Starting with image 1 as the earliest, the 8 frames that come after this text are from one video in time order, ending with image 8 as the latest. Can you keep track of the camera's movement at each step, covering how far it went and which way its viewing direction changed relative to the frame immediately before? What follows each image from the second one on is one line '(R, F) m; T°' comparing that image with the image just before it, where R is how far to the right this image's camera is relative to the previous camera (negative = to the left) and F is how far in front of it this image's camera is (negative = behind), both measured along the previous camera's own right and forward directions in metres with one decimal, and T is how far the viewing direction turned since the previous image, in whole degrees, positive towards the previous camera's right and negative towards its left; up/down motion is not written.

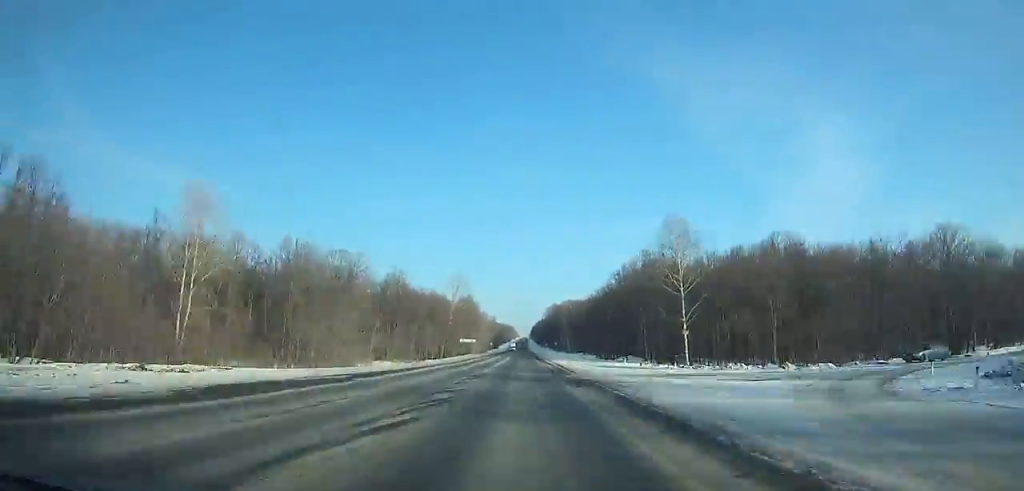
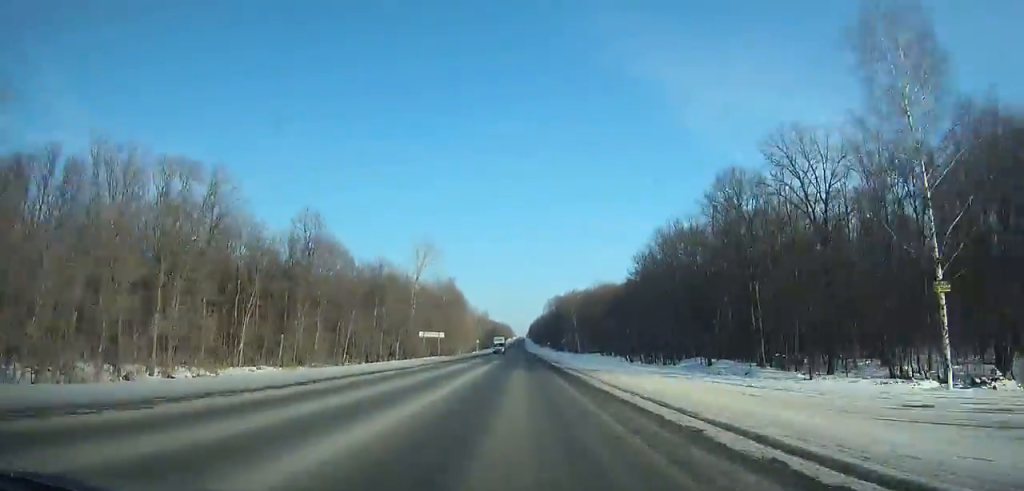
(0.0, +48.7) m; 0°
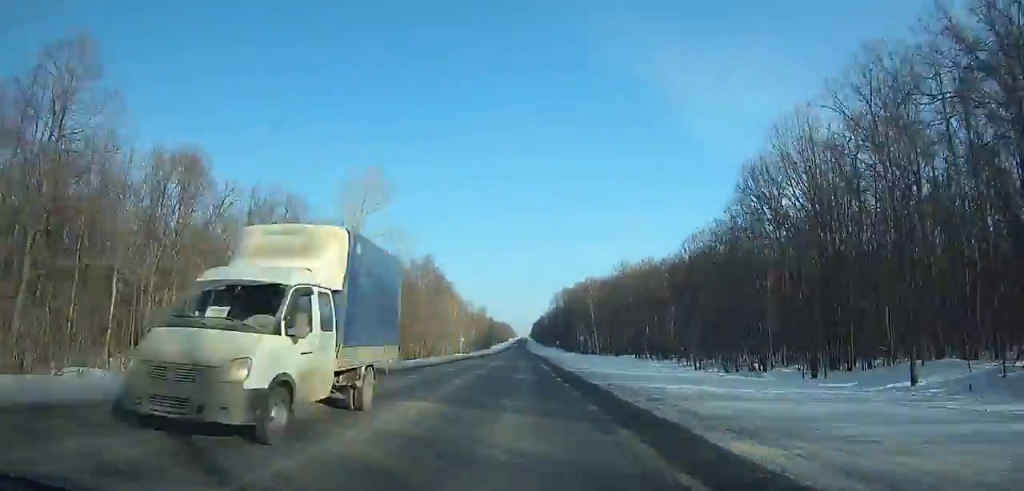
(0.0, +42.2) m; 0°
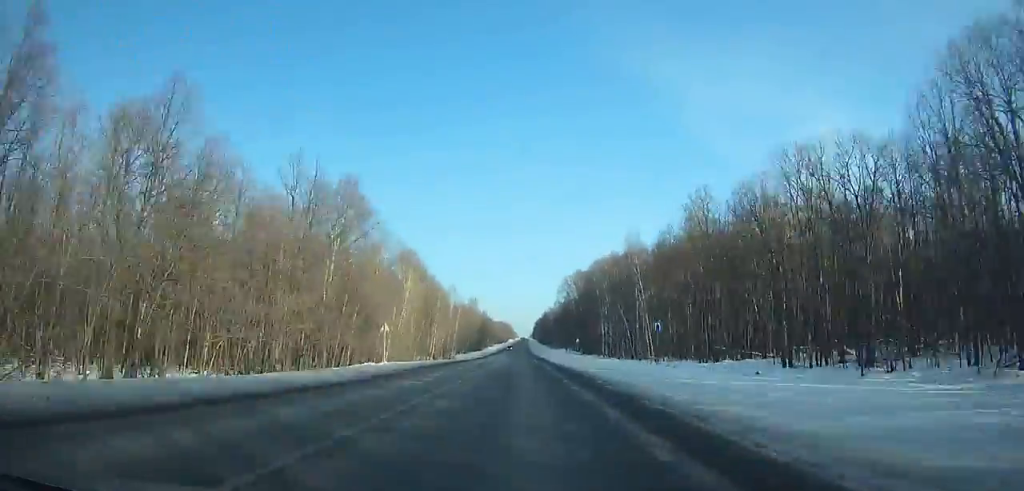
(-0.1, +58.4) m; 0°
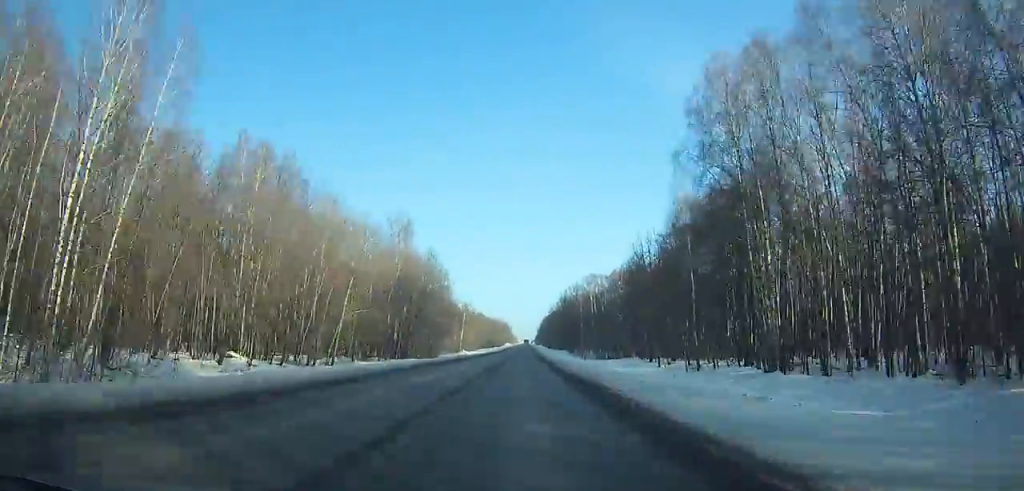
(-1.1, +147.4) m; 0°
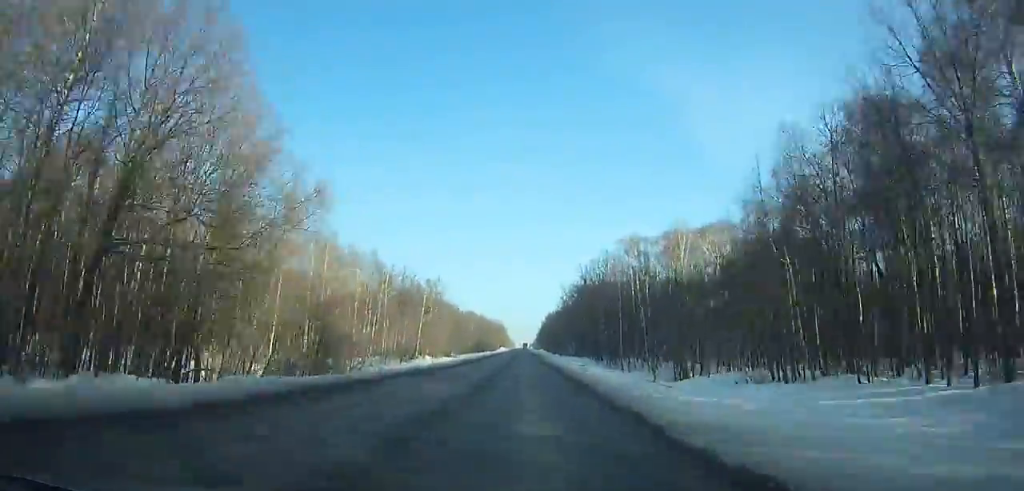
(+0.3, +68.6) m; +1°
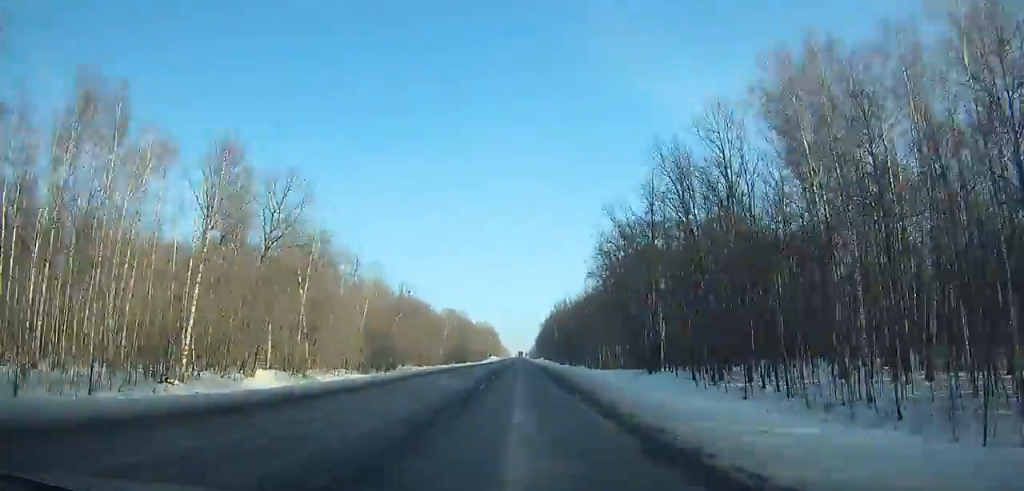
(+0.9, +74.0) m; 0°
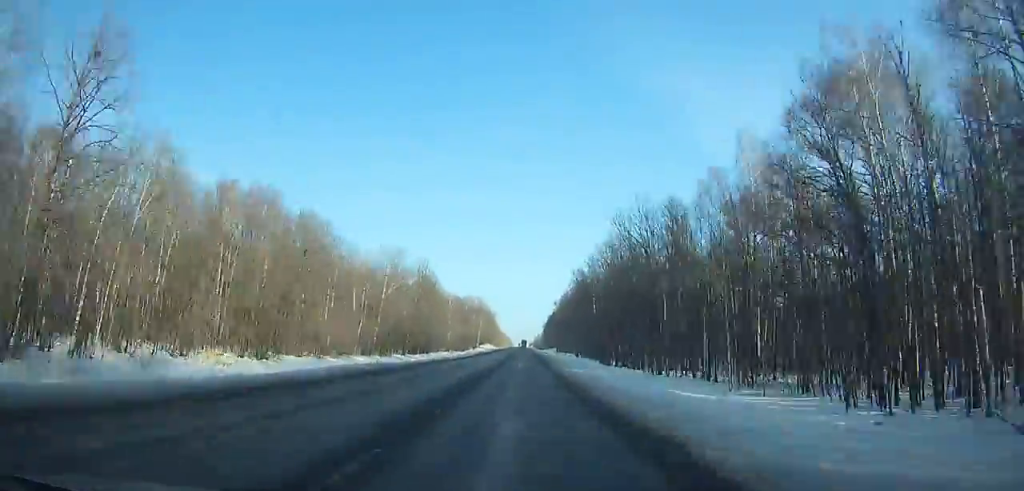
(-0.3, +88.5) m; 0°
